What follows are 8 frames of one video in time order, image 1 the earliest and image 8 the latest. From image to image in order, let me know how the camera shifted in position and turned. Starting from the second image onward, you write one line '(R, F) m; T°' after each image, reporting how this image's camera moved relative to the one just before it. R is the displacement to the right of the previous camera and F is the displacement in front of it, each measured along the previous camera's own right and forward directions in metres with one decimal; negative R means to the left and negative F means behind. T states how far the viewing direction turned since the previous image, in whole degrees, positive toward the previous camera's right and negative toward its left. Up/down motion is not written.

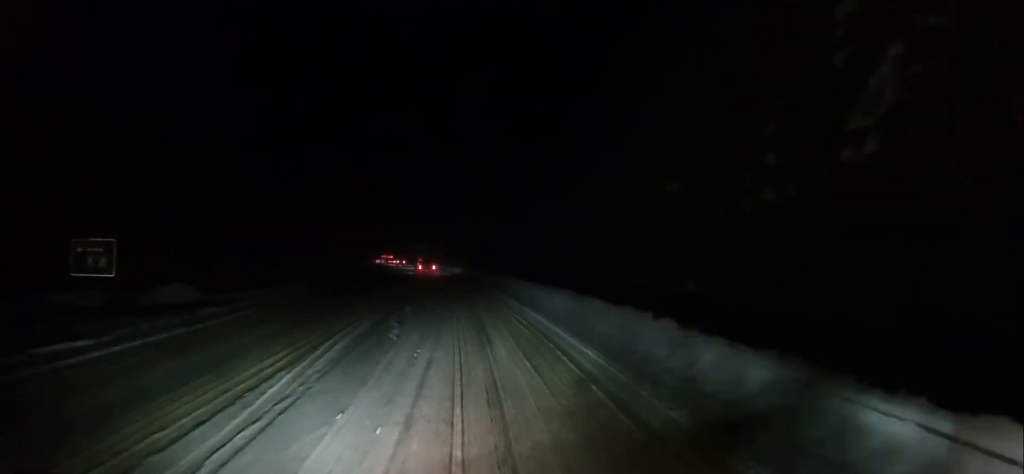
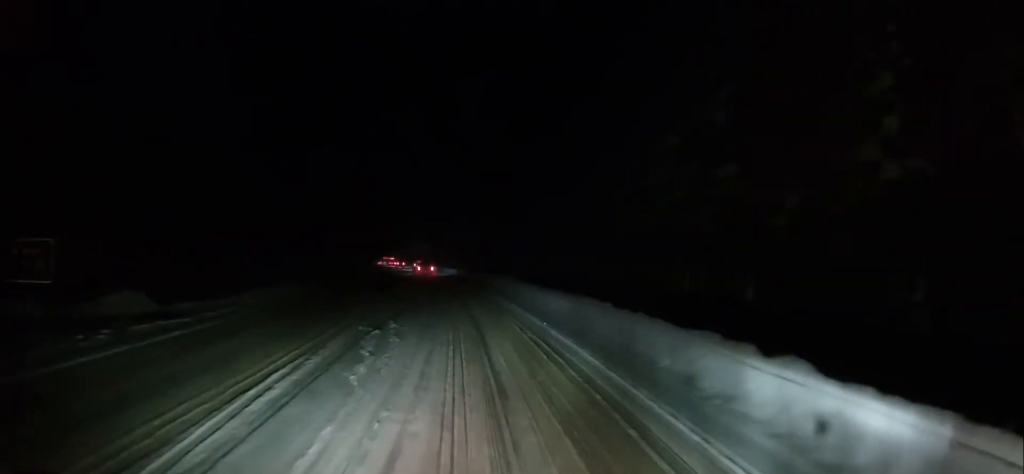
(0.0, +7.2) m; -1°
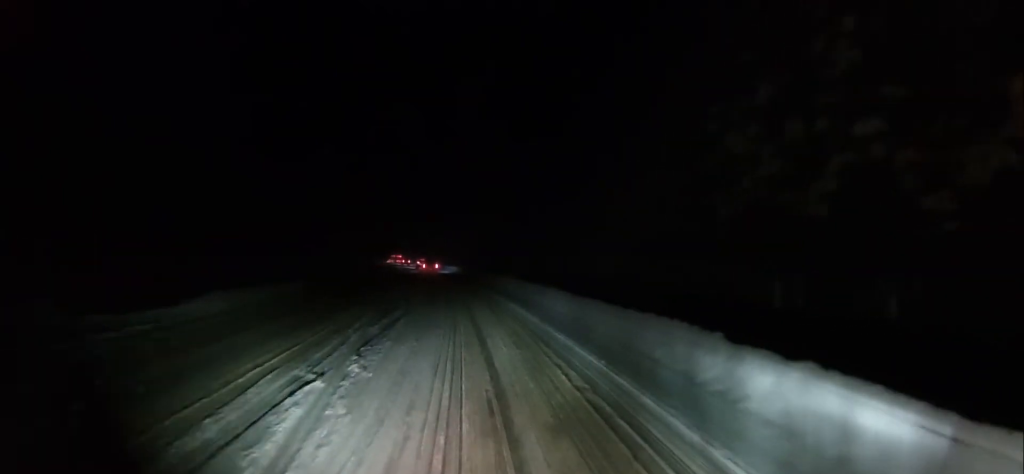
(-0.1, +9.9) m; -2°
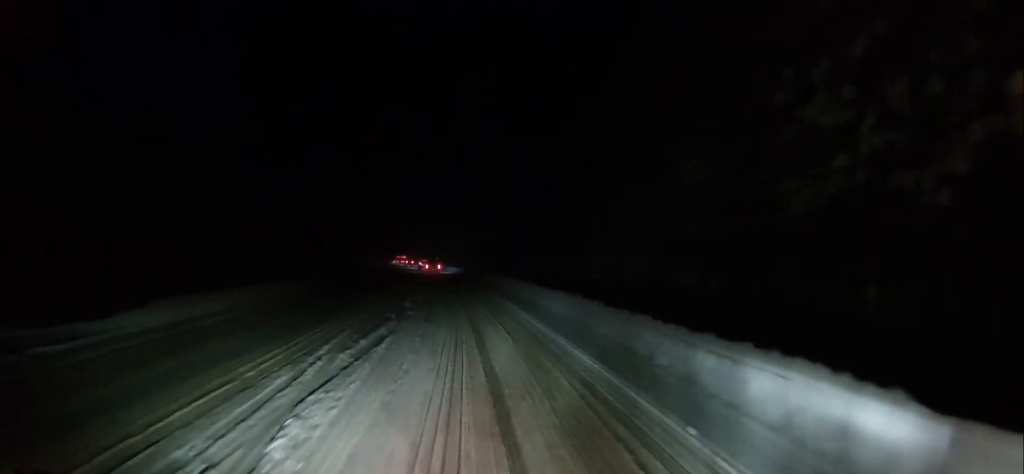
(-0.1, +6.1) m; -1°
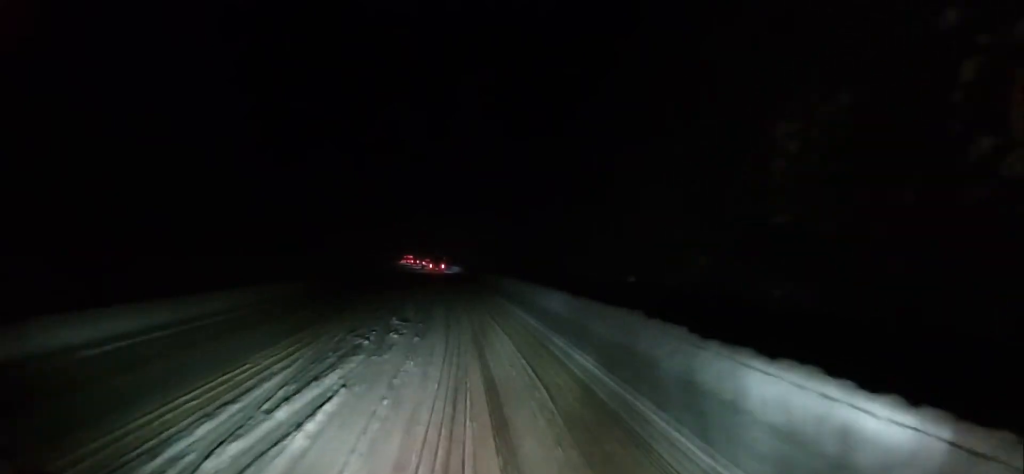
(0.0, +8.9) m; +1°
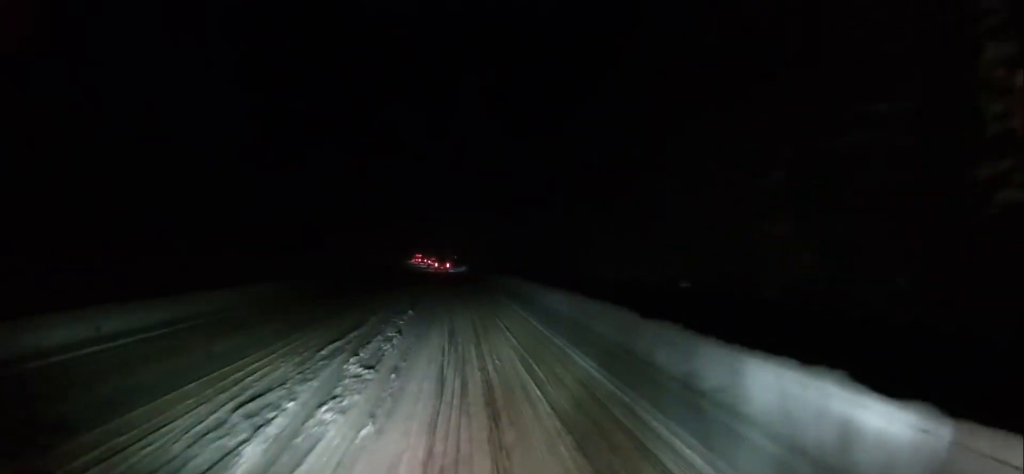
(+0.3, +10.4) m; +2°
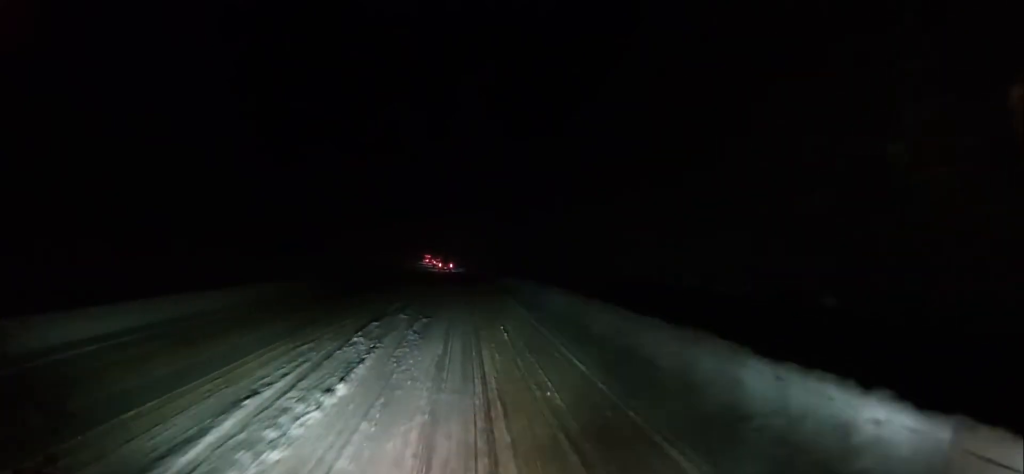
(-0.2, +15.9) m; -2°
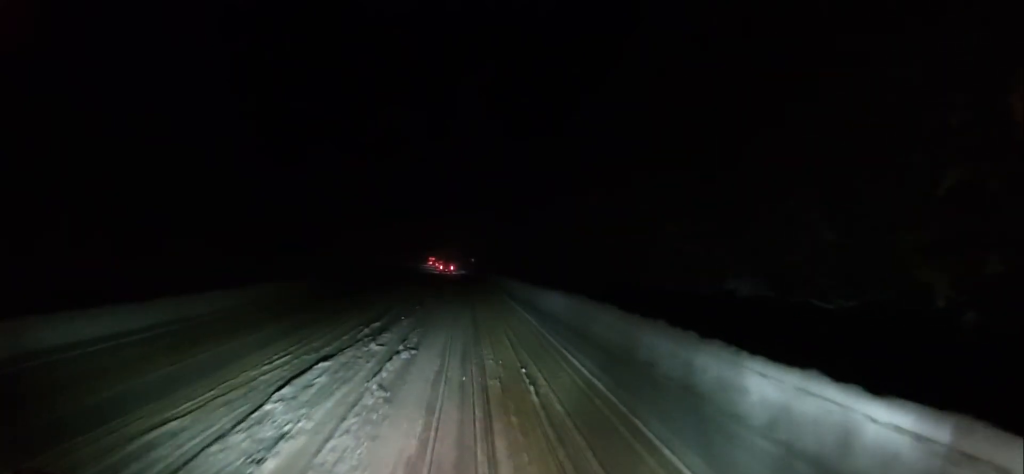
(-0.1, +8.3) m; 0°
